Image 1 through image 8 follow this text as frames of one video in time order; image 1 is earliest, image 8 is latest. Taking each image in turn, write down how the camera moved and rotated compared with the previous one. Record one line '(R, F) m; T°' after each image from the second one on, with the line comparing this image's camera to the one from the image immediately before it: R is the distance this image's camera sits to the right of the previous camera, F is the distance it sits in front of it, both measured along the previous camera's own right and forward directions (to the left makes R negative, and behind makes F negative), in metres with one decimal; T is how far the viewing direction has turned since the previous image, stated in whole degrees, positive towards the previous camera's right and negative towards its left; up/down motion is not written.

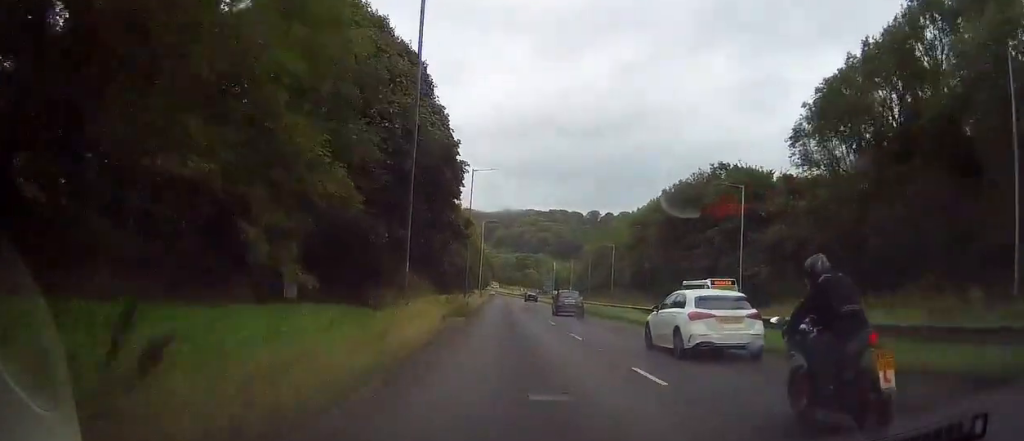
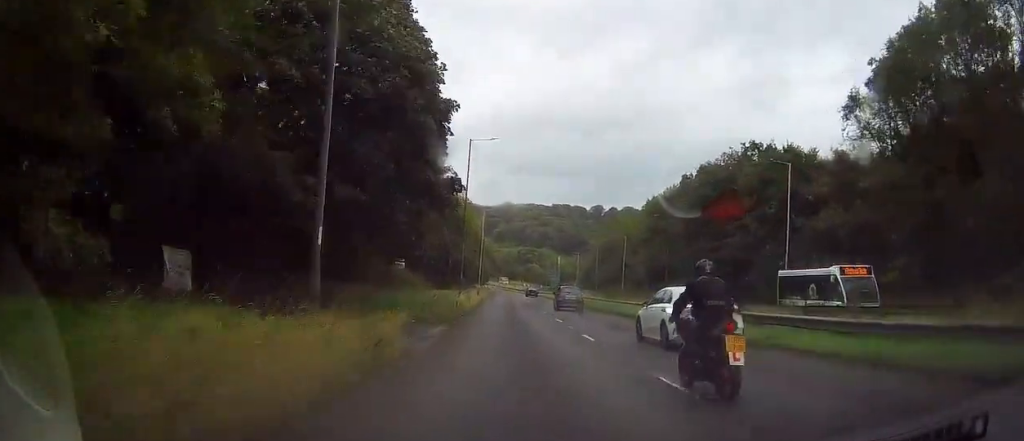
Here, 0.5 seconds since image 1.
(0.0, +10.6) m; 0°
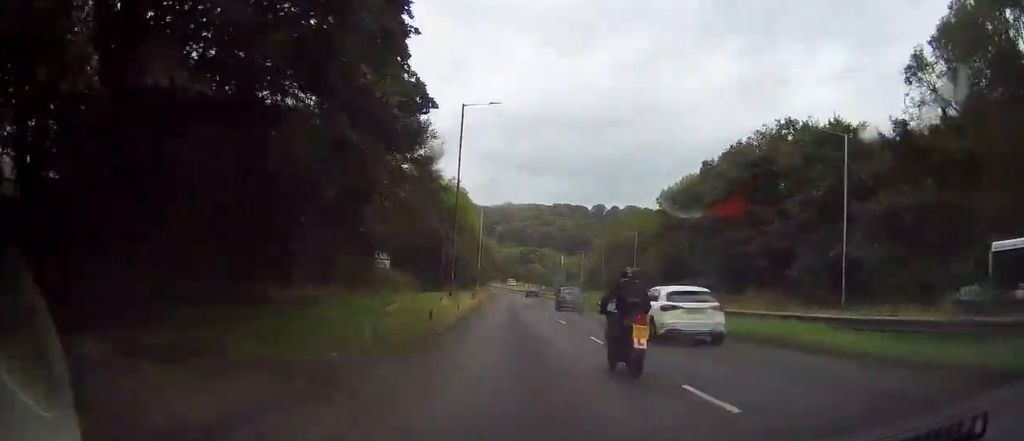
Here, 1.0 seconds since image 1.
(0.0, +10.1) m; 0°
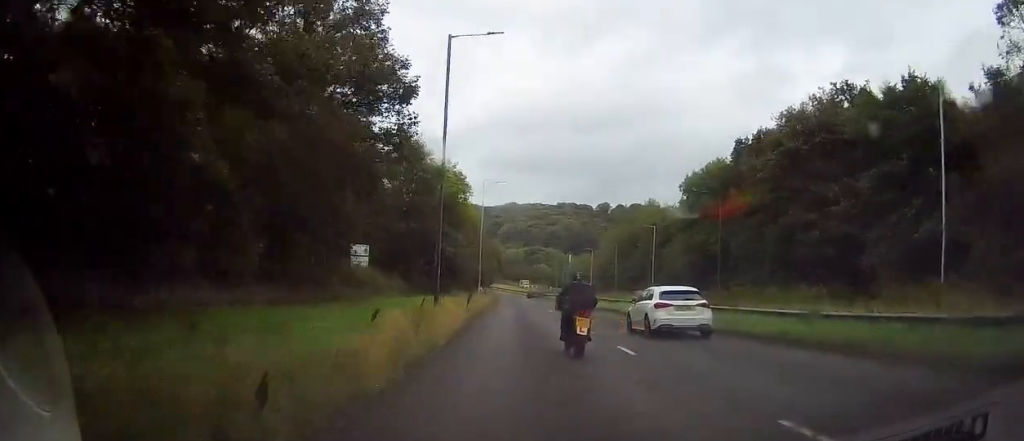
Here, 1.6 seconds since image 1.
(0.0, +12.2) m; 0°
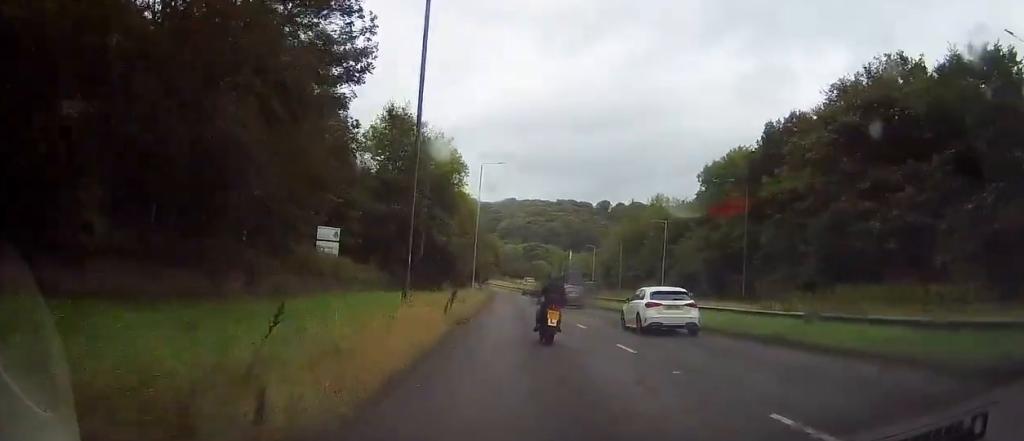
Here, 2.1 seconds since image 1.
(0.0, +8.8) m; +1°
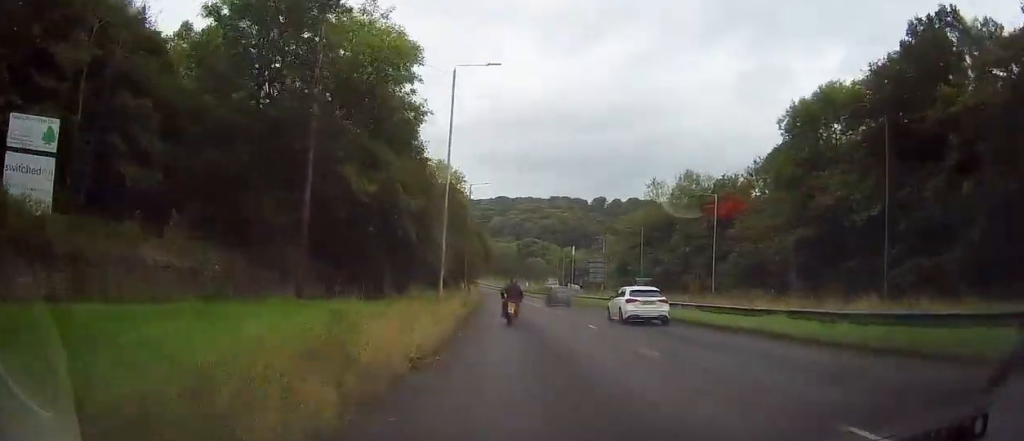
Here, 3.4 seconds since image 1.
(+0.5, +27.9) m; +1°
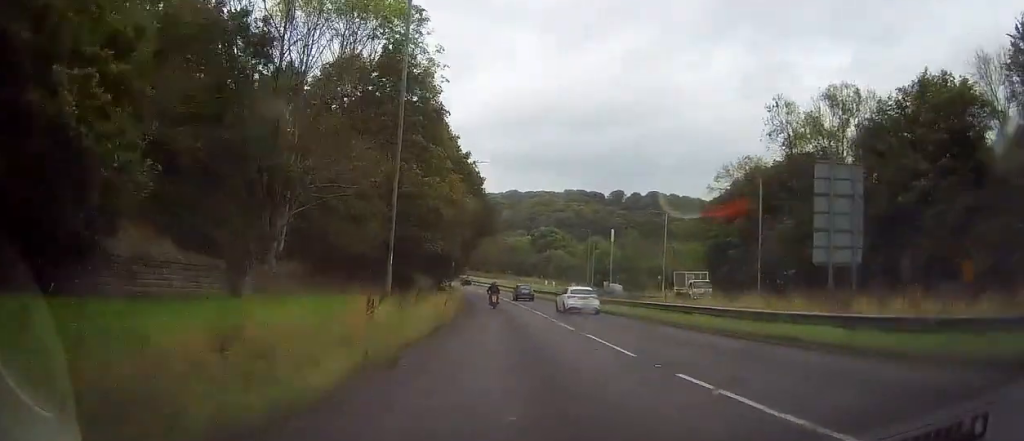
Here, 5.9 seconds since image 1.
(-0.8, +51.9) m; 0°
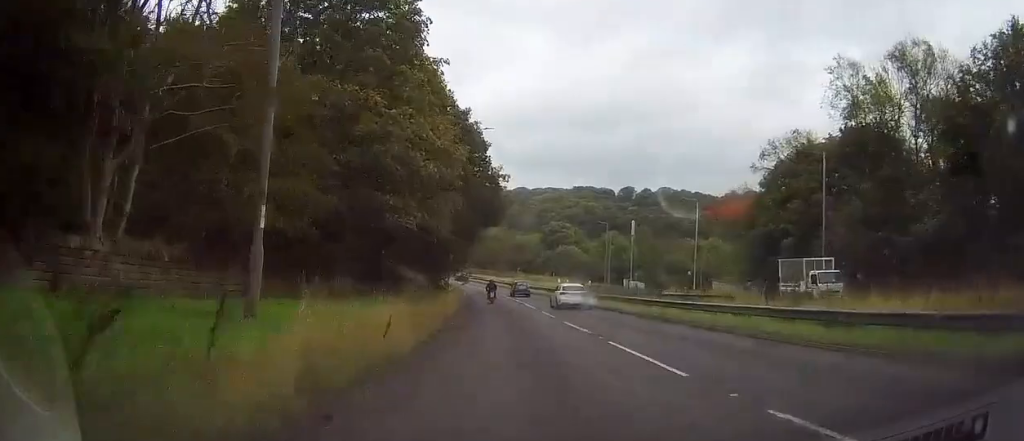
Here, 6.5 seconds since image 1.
(+0.3, +12.6) m; 0°
